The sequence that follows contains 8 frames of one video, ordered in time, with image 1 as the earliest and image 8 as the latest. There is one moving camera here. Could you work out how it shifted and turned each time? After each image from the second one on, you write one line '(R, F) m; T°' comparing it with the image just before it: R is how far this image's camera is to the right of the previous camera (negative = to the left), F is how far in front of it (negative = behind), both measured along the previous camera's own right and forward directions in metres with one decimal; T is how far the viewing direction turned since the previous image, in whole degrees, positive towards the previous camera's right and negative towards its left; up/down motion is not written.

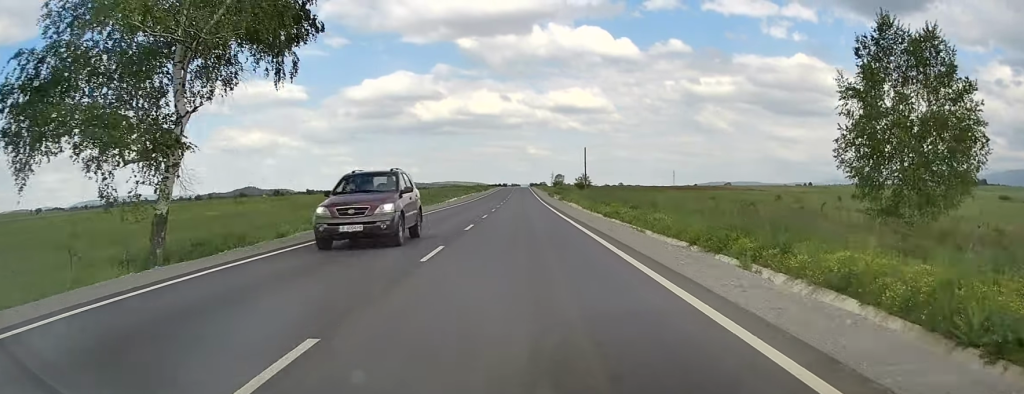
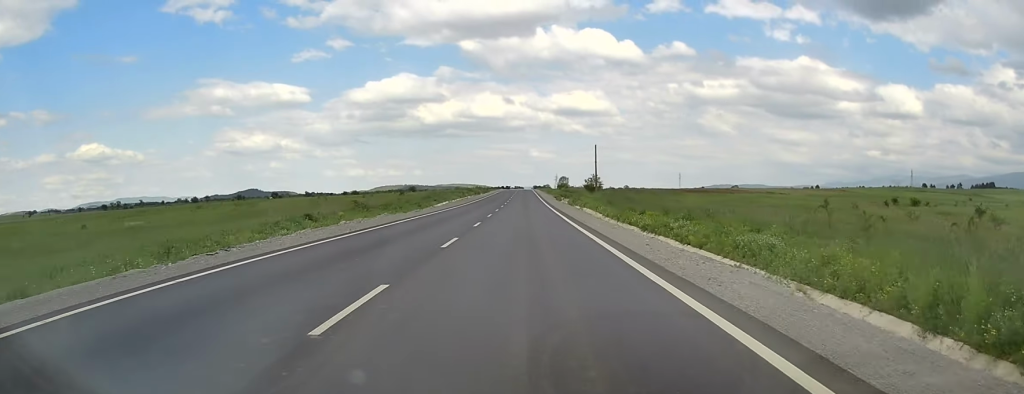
(0.0, +14.9) m; 0°
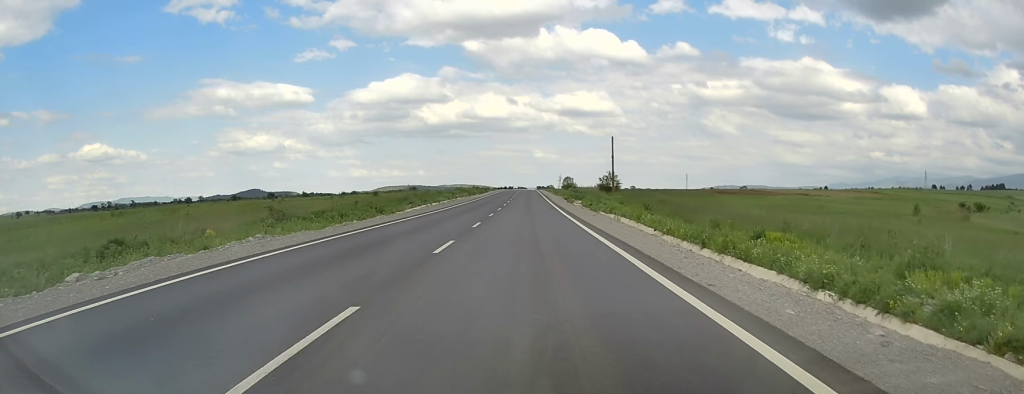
(0.0, +19.9) m; 0°
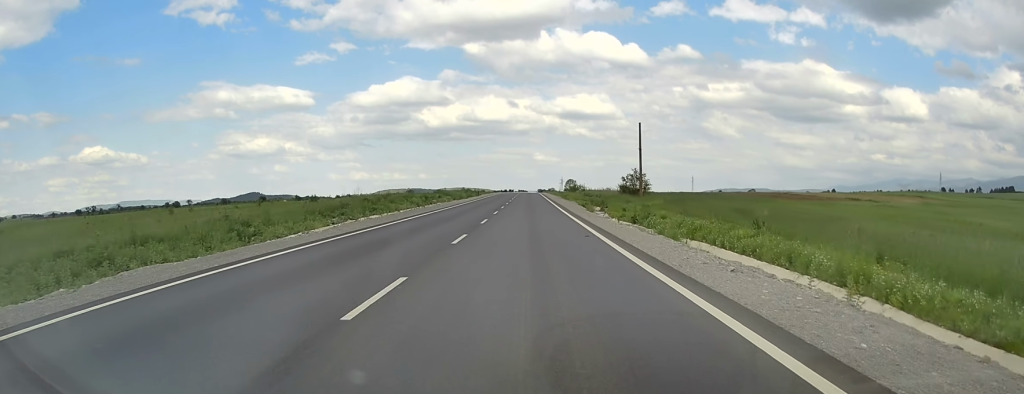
(0.0, +24.9) m; -1°
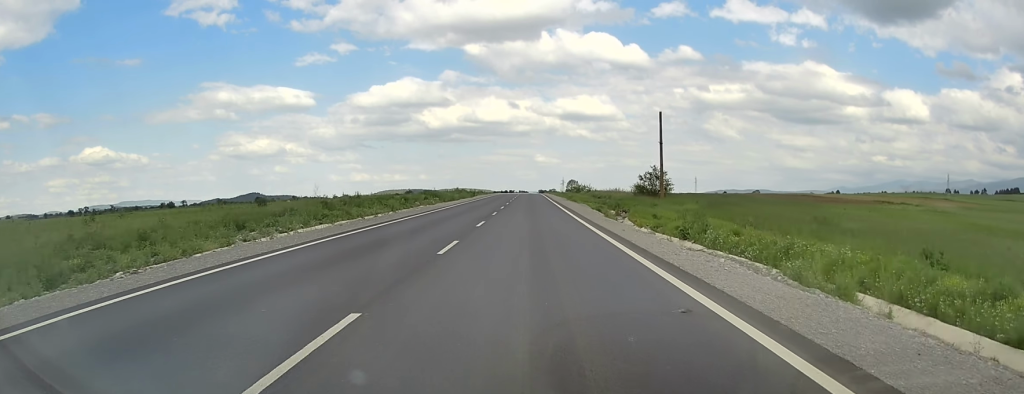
(+0.1, +11.9) m; 0°
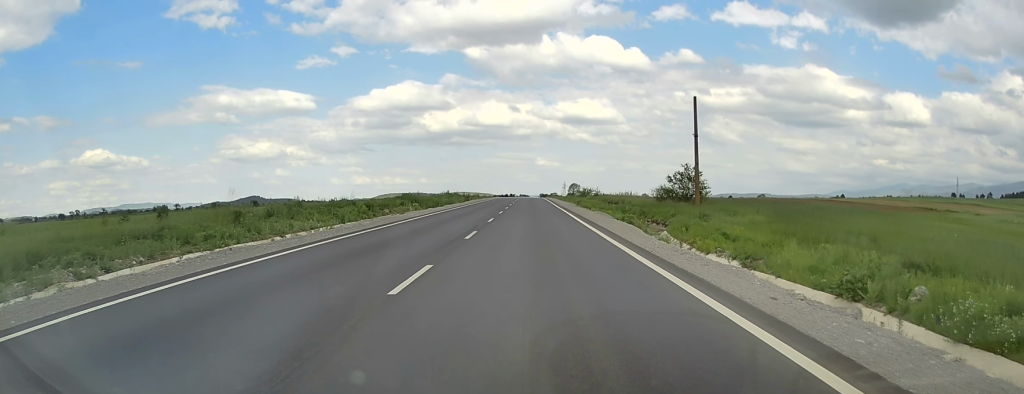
(-0.2, +13.9) m; 0°
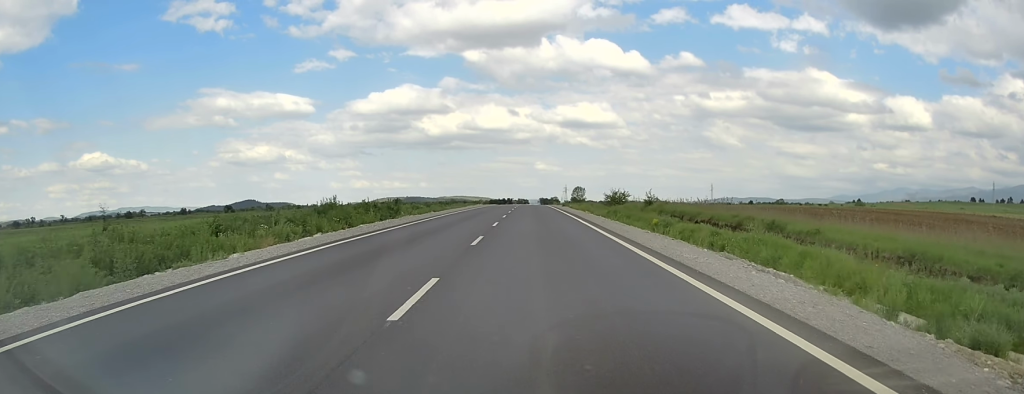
(+0.1, +56.4) m; 0°
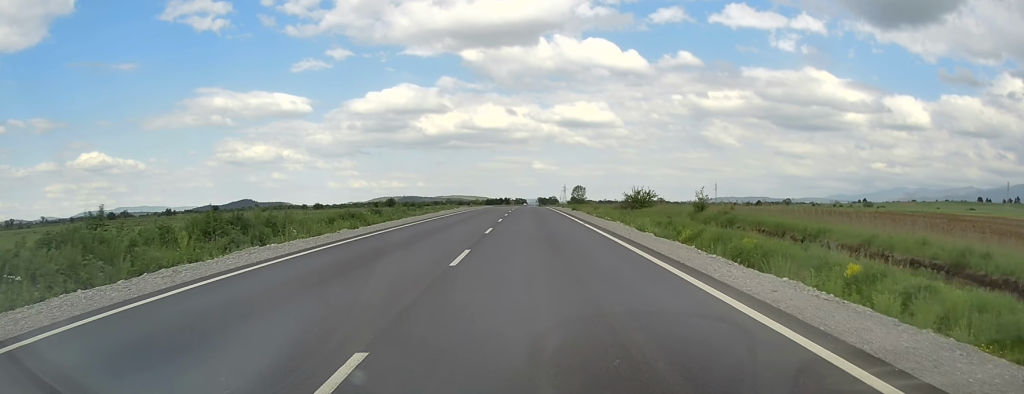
(-0.3, +22.6) m; 0°
